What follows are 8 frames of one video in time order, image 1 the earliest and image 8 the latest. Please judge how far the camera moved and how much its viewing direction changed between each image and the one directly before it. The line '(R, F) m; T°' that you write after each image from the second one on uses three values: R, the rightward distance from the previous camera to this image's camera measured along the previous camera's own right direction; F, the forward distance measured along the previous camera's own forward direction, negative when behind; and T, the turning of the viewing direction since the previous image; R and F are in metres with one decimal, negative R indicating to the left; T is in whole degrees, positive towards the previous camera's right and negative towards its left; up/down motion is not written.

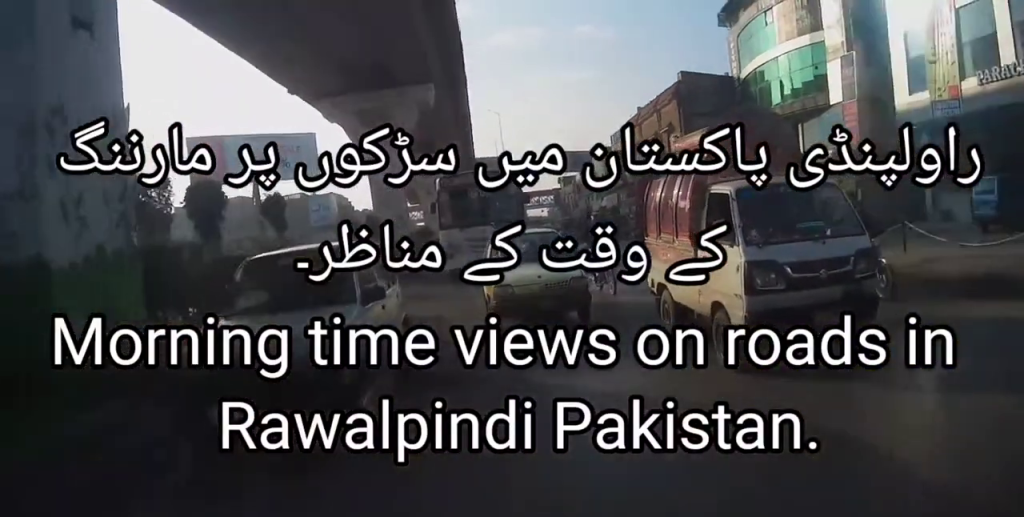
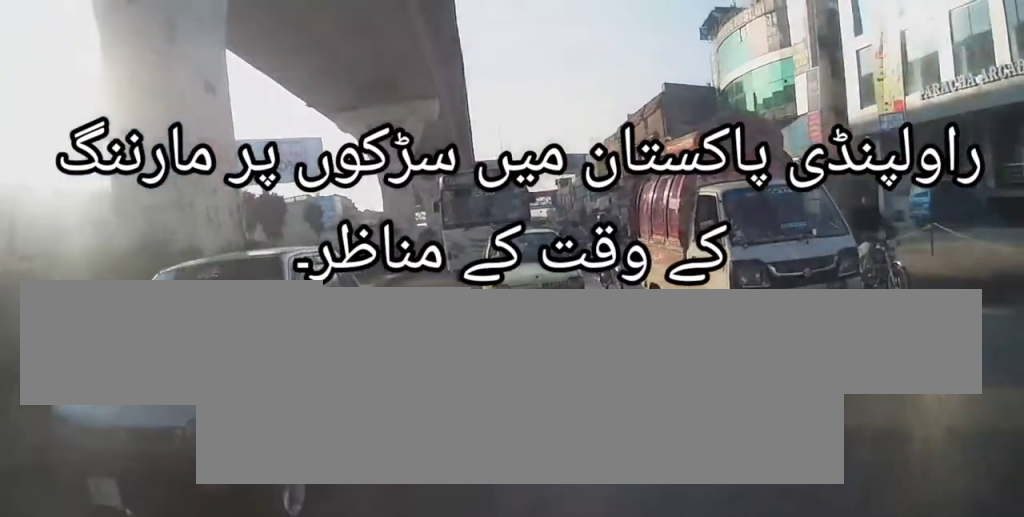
(+0.1, +3.8) m; -2°
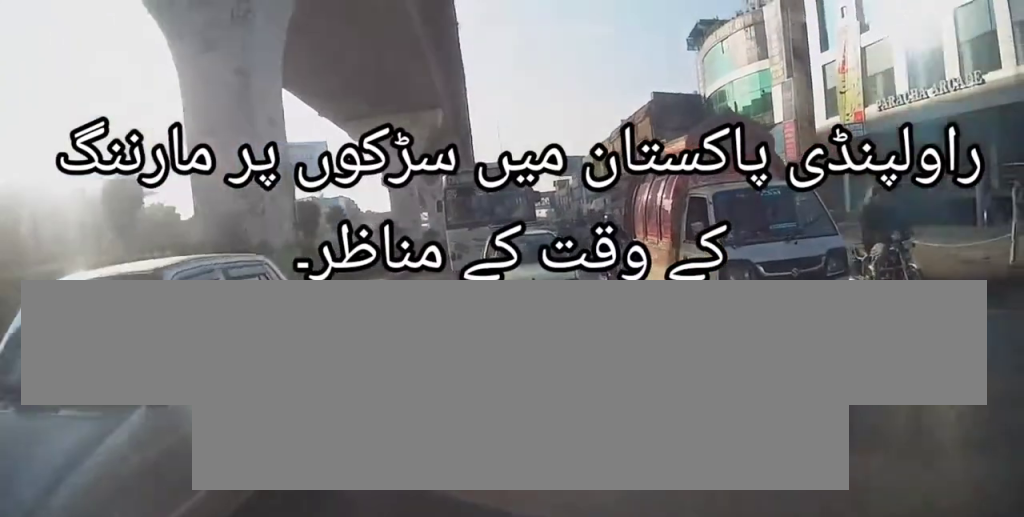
(-0.2, +3.0) m; -2°
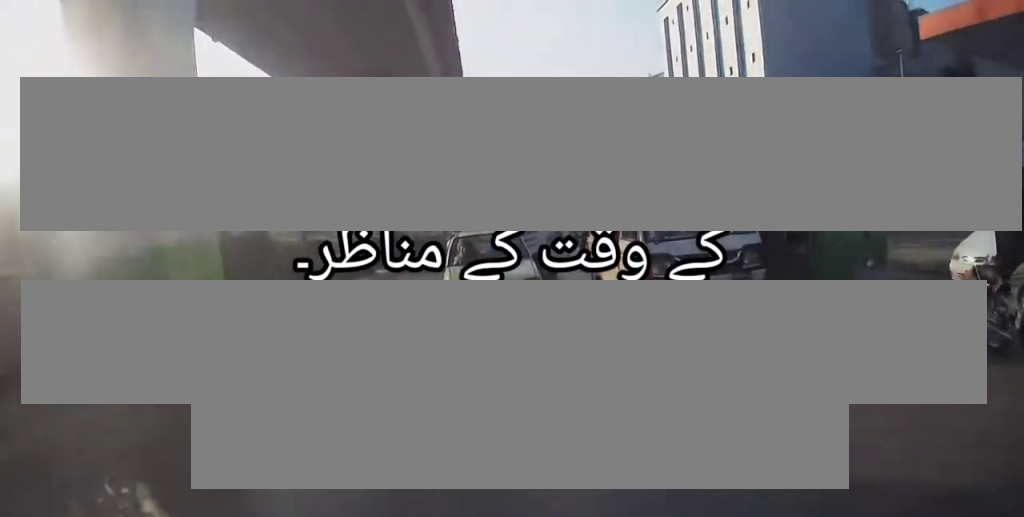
(-1.2, +23.2) m; +1°
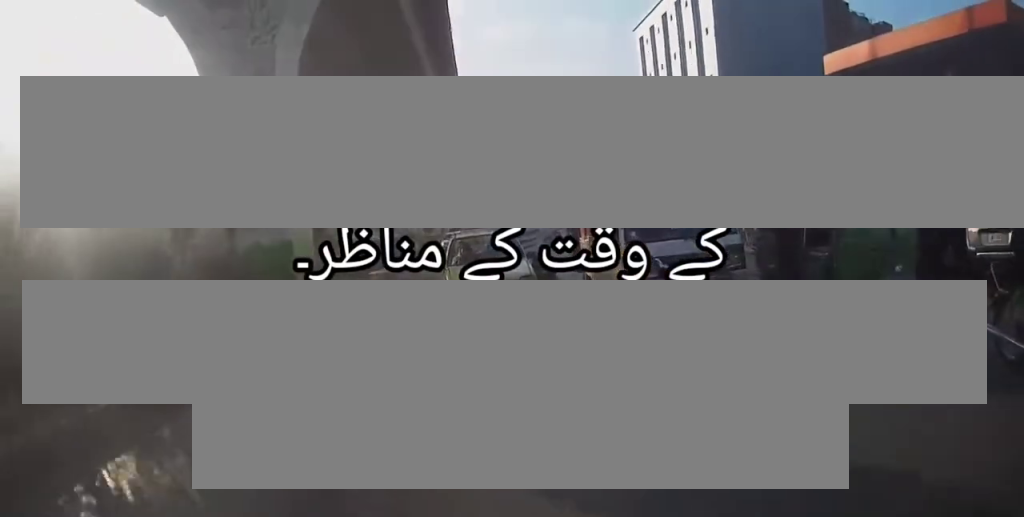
(+0.4, +5.8) m; 0°
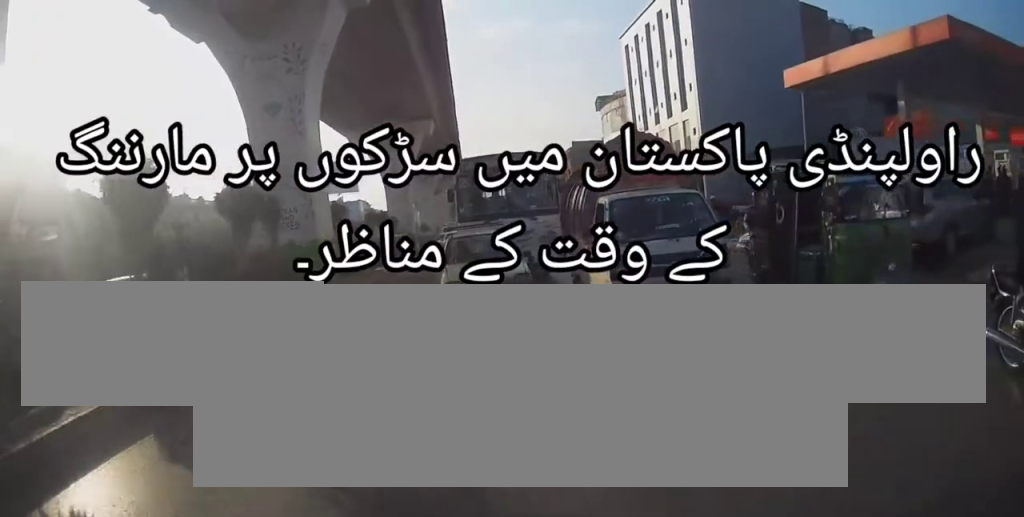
(-0.1, +2.8) m; -1°
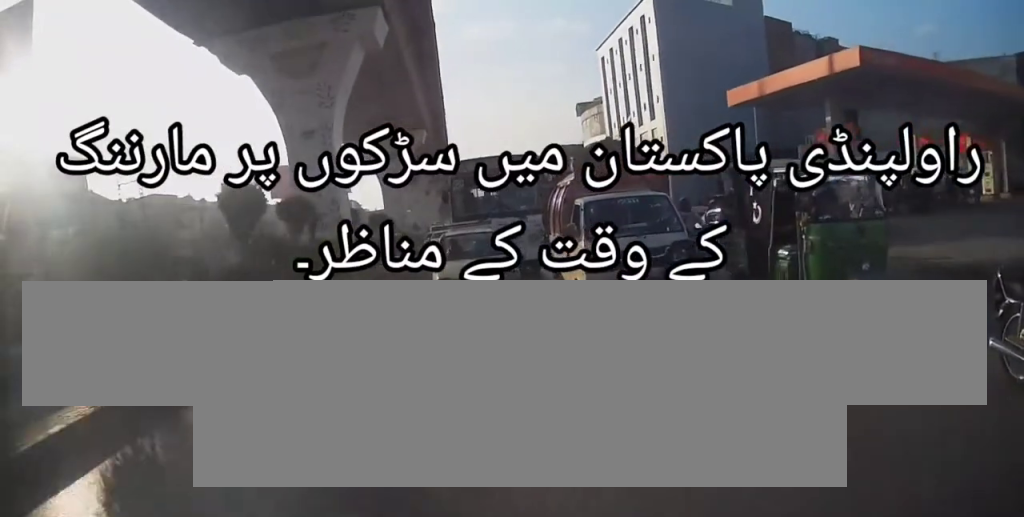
(-0.2, +4.6) m; -3°
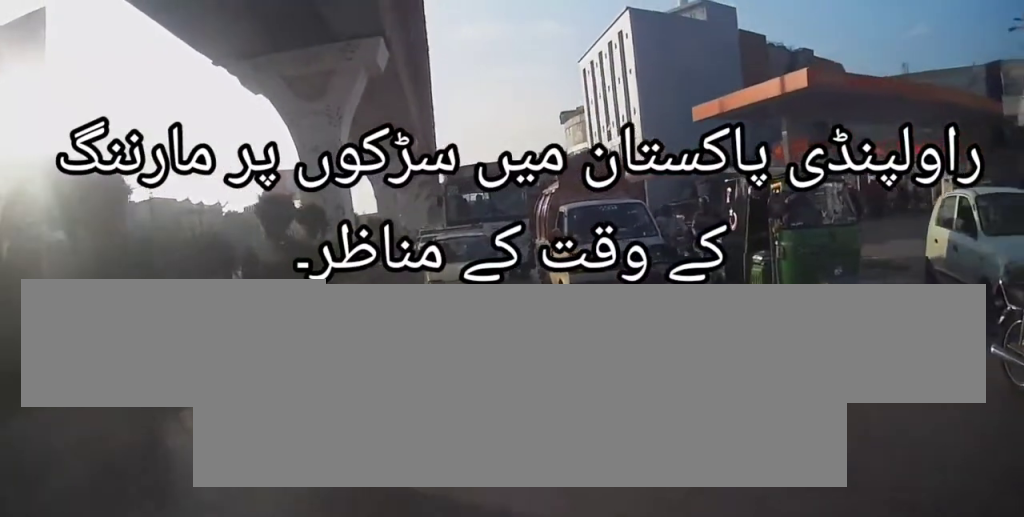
(0.0, +3.0) m; 0°
